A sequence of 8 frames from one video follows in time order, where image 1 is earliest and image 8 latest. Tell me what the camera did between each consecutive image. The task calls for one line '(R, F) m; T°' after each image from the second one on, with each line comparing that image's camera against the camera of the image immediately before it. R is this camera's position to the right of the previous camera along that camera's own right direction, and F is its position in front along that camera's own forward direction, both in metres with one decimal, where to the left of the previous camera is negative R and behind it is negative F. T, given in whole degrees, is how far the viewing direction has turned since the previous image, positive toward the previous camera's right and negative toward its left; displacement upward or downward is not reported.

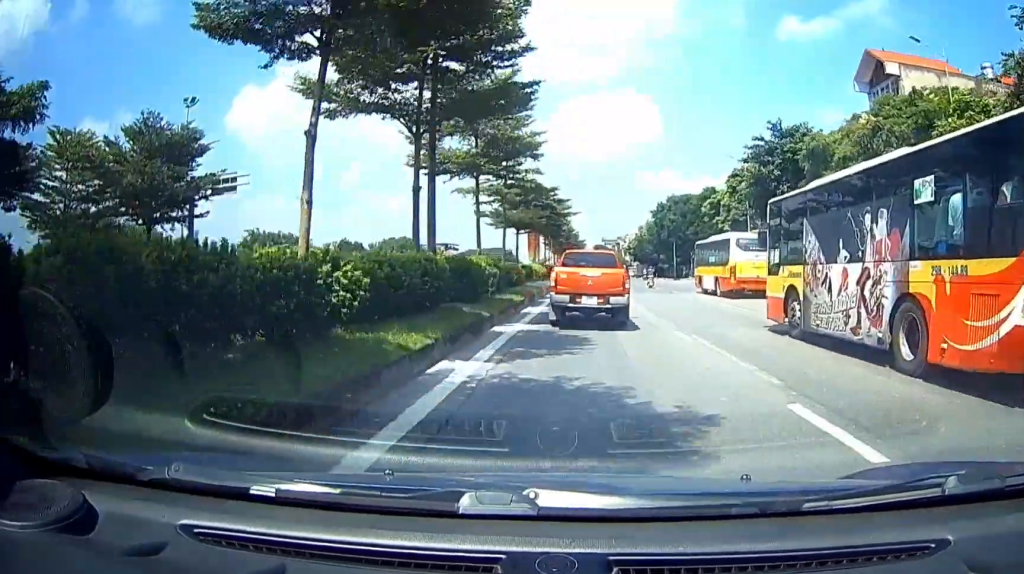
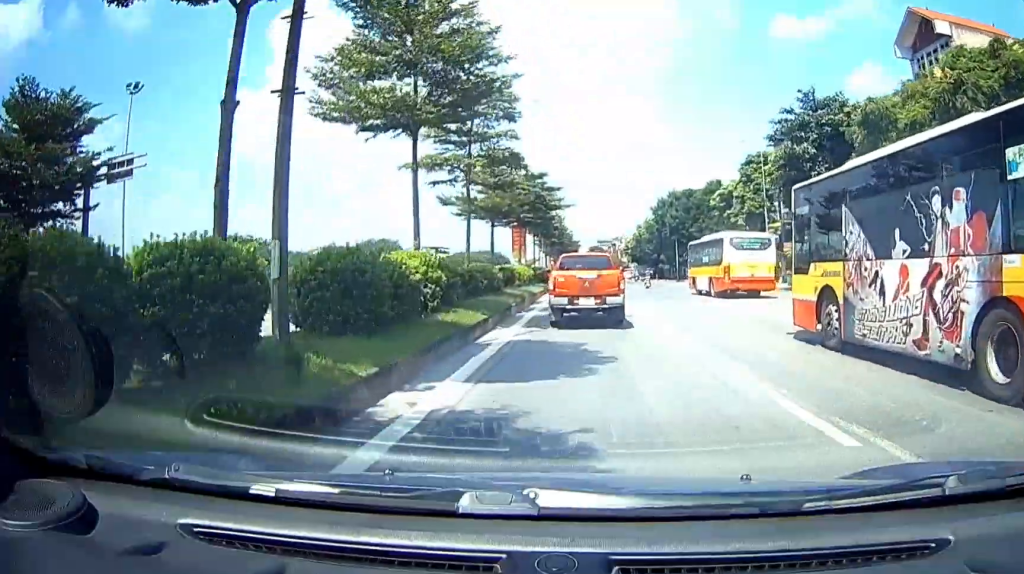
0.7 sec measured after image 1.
(-0.1, +7.3) m; -1°
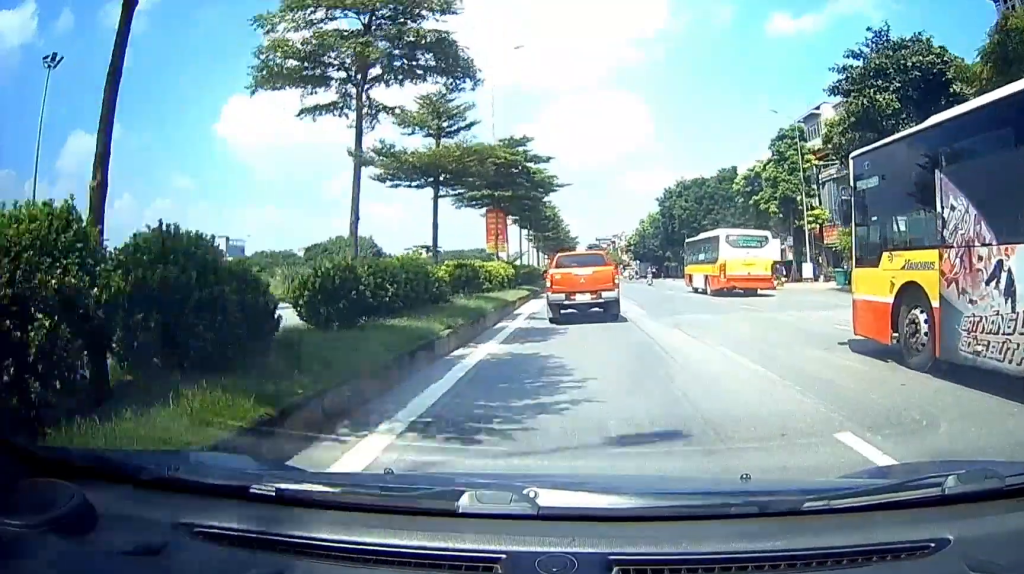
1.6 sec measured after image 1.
(0.0, +10.1) m; 0°
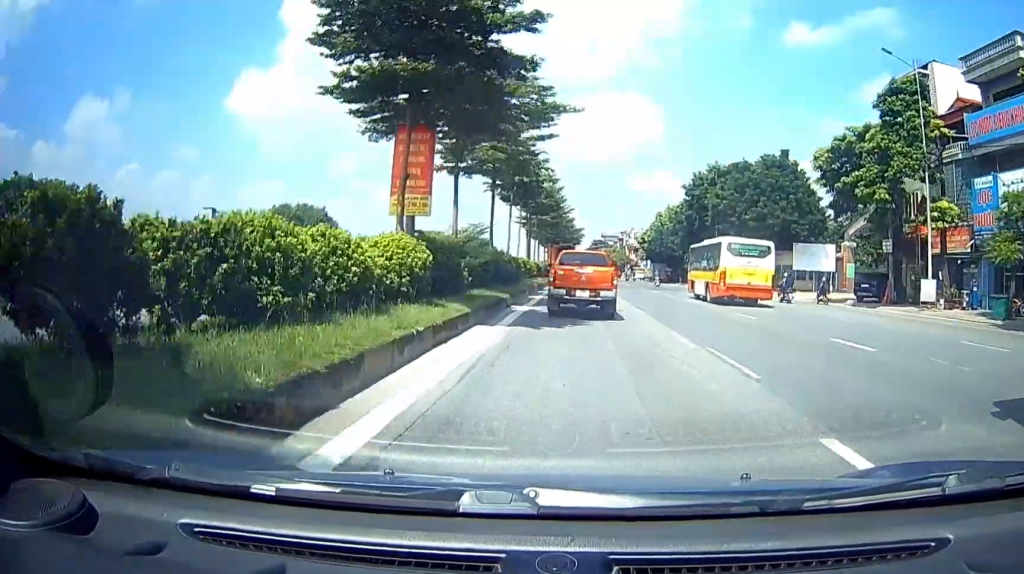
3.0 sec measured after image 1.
(-0.1, +16.1) m; -1°
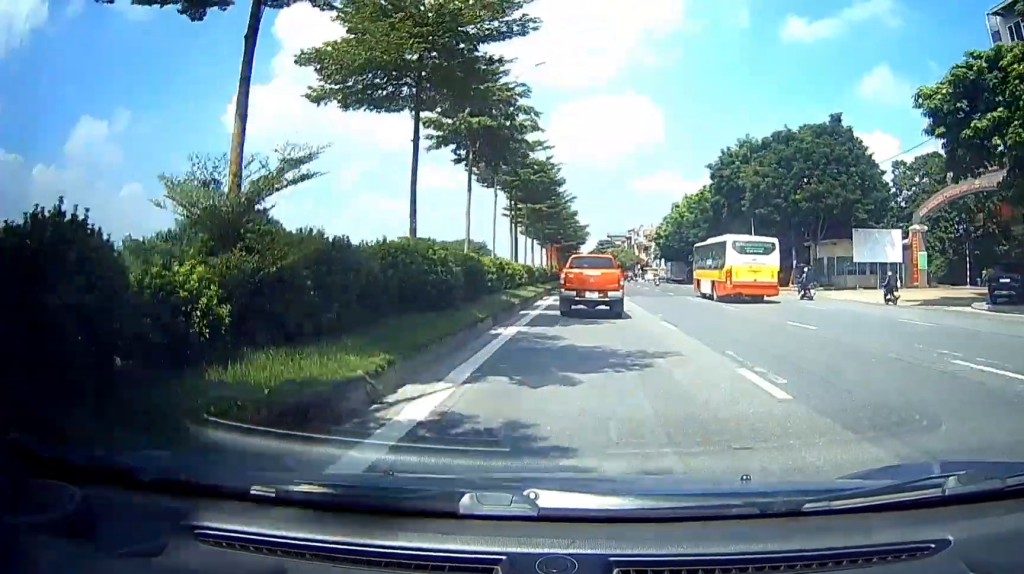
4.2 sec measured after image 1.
(0.0, +13.6) m; 0°
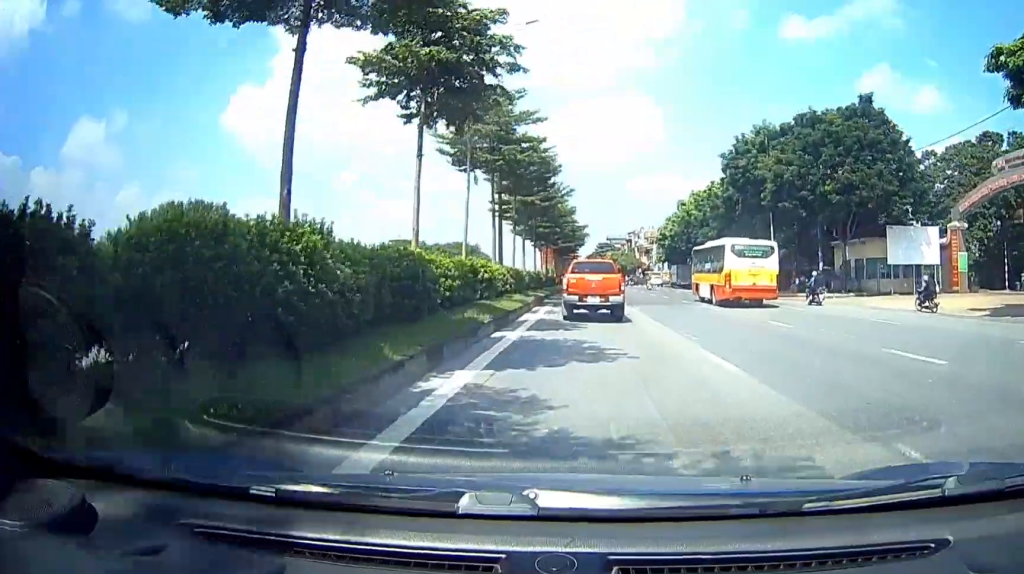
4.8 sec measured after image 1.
(0.0, +6.3) m; 0°
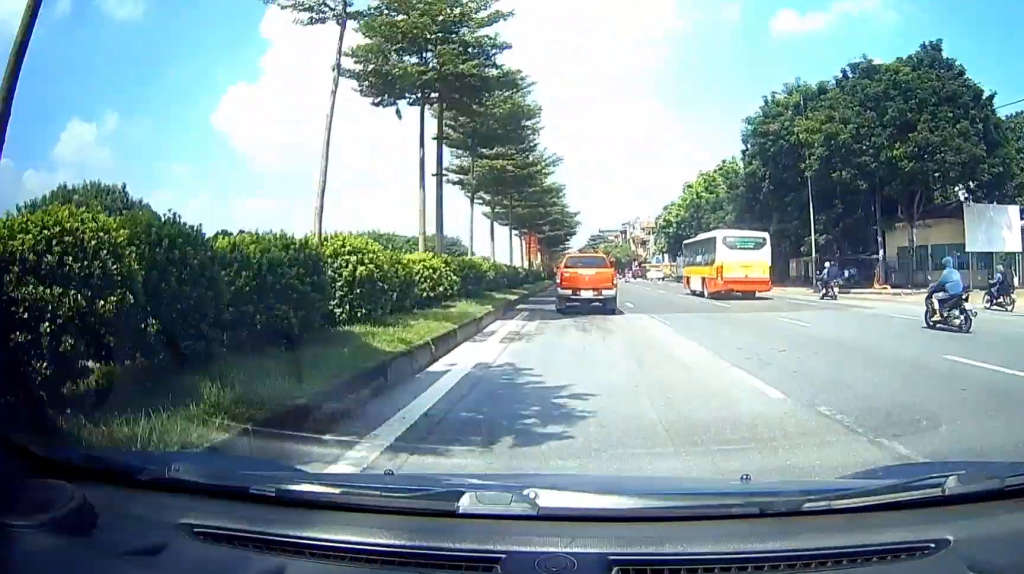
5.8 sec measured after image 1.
(0.0, +11.1) m; 0°
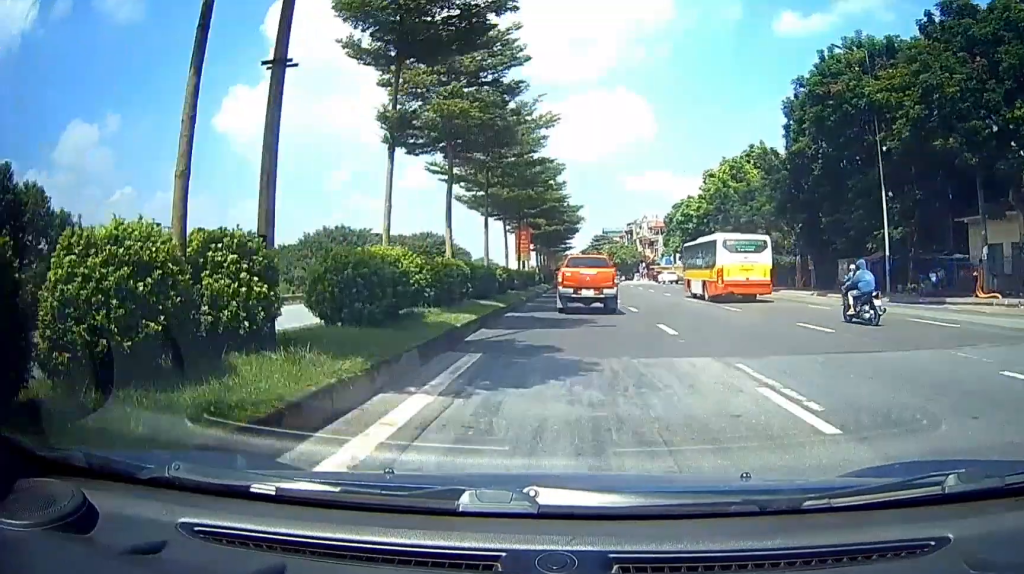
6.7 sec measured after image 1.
(0.0, +9.8) m; 0°
